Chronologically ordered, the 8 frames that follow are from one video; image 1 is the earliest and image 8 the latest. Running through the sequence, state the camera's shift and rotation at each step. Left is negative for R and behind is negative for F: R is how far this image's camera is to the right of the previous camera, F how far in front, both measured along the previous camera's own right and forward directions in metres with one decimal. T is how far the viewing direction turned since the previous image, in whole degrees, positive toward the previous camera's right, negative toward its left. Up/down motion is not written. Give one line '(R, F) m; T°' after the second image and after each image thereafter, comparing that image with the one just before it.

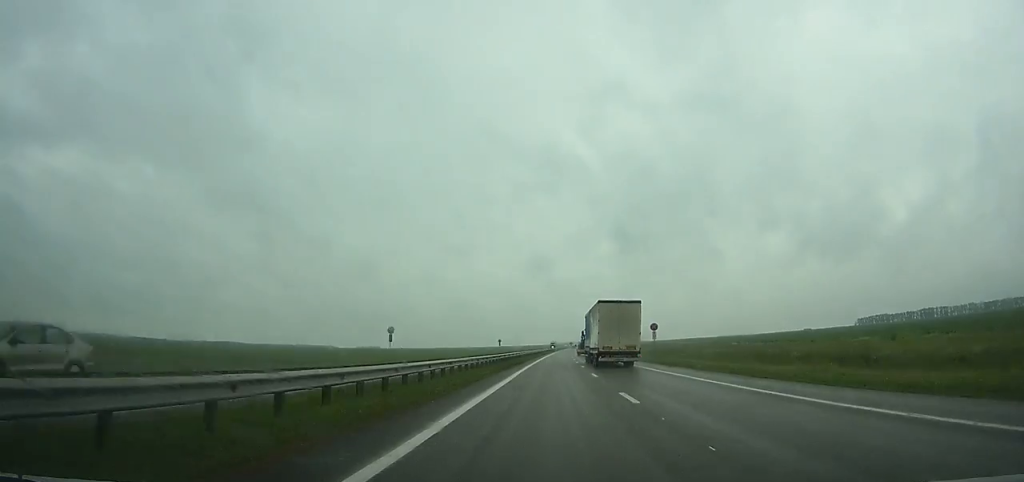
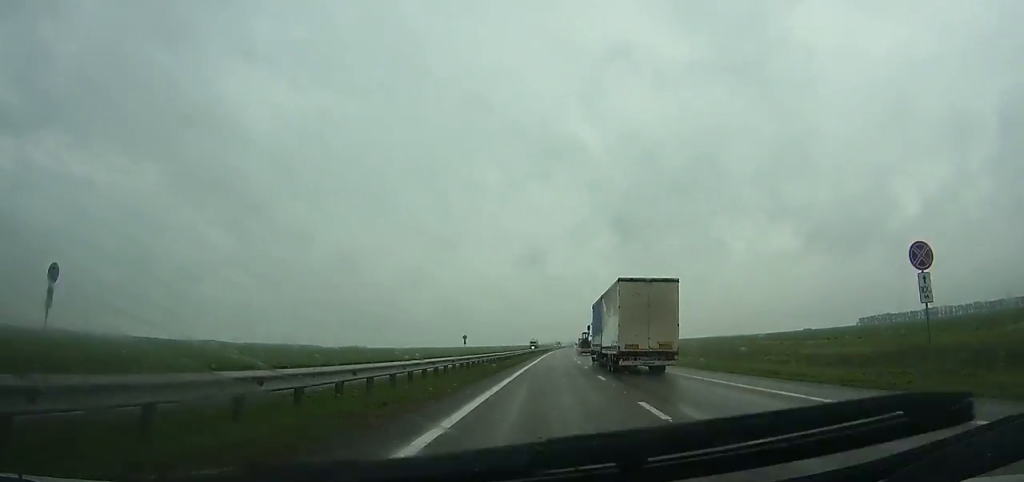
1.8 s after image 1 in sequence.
(+0.5, +51.1) m; +1°
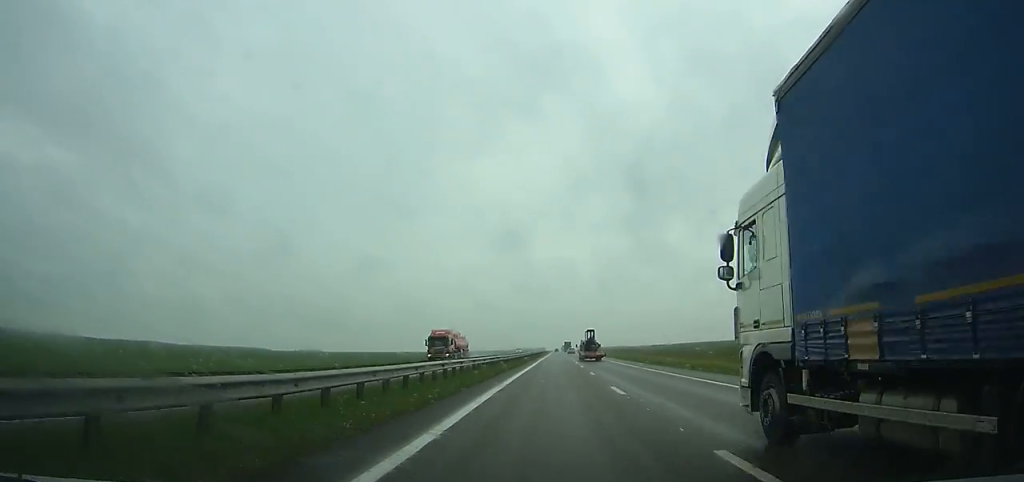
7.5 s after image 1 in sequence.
(+4.6, +162.4) m; +3°
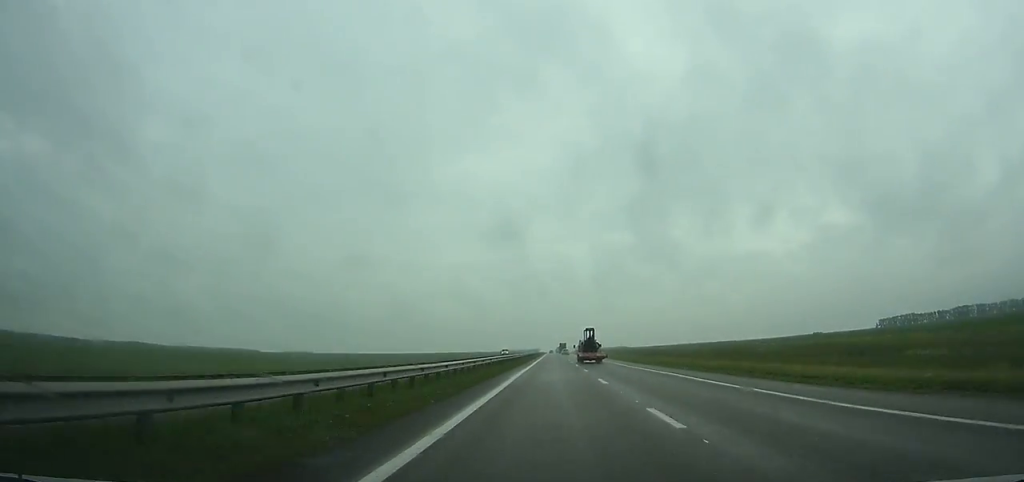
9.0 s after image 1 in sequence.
(+0.4, +43.3) m; 0°
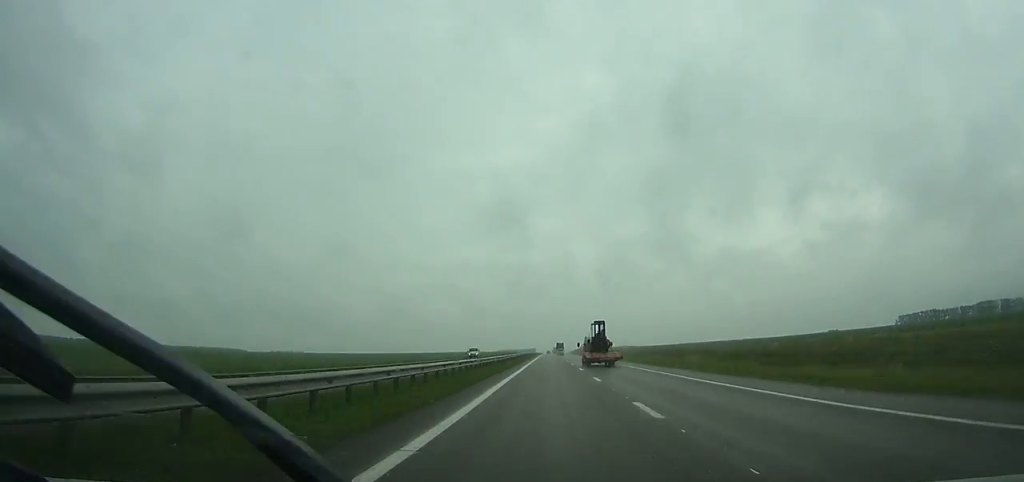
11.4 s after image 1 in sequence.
(+0.5, +70.1) m; 0°
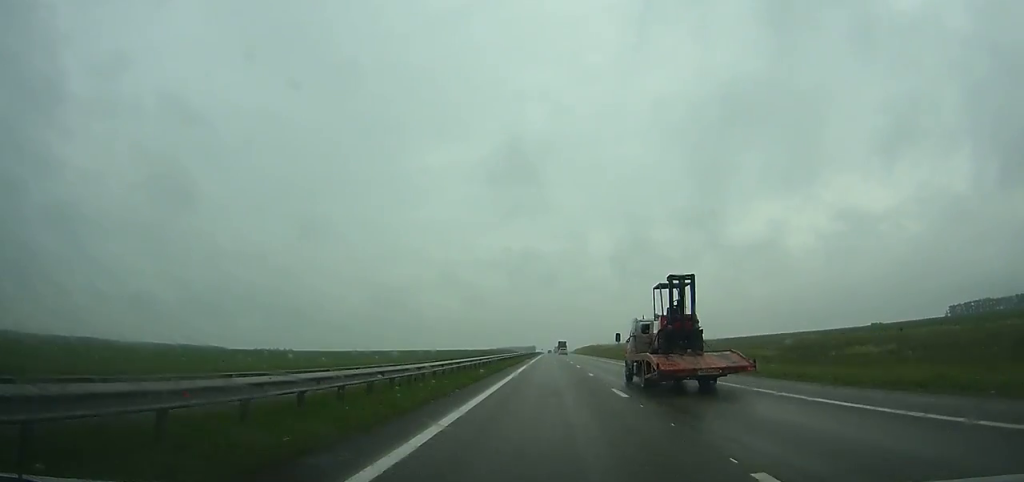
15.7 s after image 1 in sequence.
(+0.3, +127.9) m; 0°
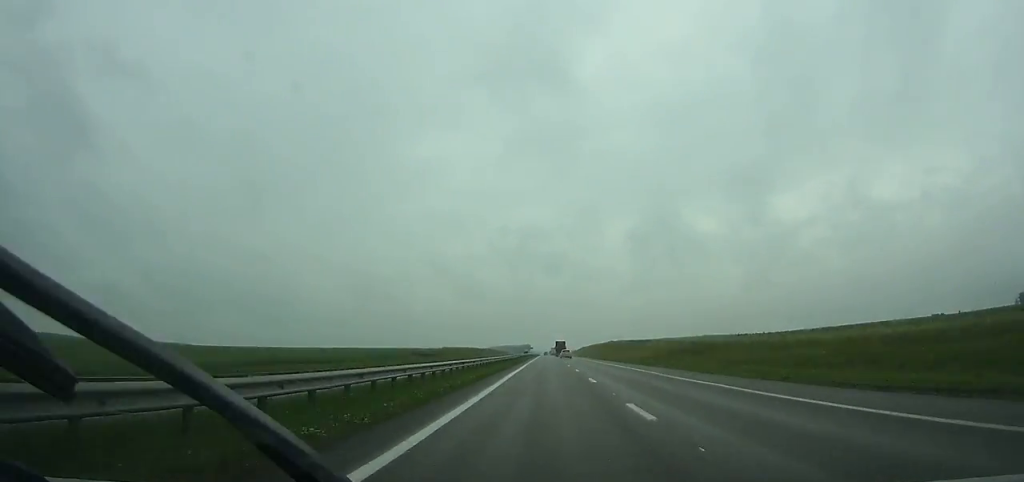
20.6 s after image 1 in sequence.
(+0.4, +149.6) m; 0°
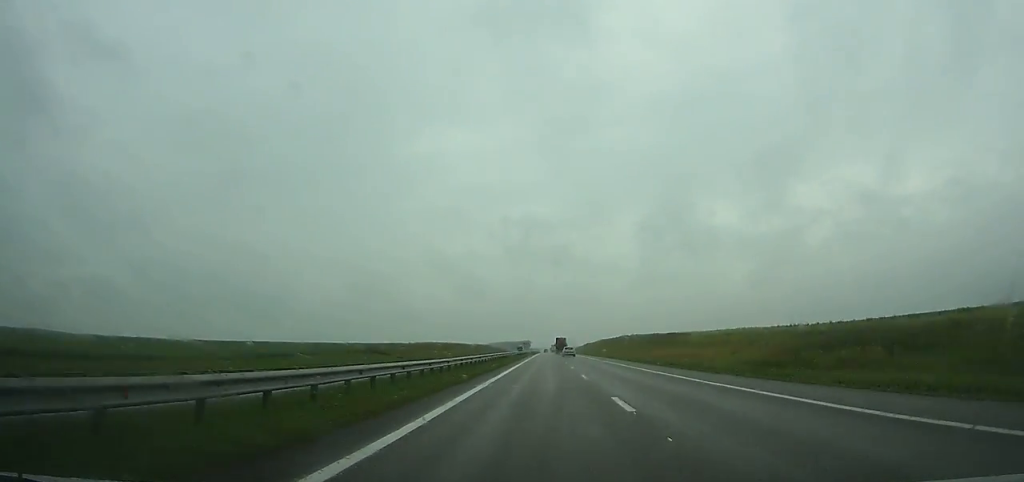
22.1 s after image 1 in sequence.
(+0.1, +46.2) m; 0°
